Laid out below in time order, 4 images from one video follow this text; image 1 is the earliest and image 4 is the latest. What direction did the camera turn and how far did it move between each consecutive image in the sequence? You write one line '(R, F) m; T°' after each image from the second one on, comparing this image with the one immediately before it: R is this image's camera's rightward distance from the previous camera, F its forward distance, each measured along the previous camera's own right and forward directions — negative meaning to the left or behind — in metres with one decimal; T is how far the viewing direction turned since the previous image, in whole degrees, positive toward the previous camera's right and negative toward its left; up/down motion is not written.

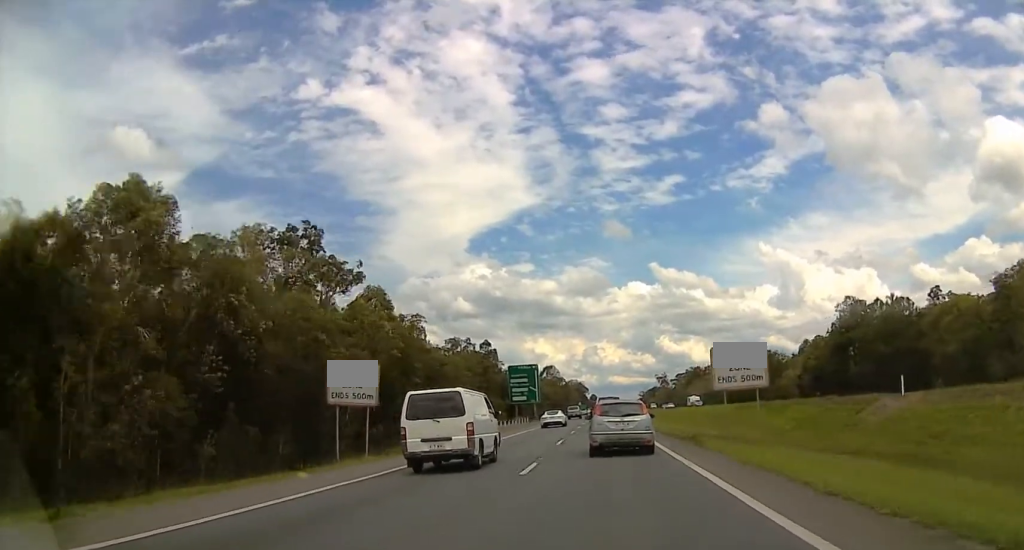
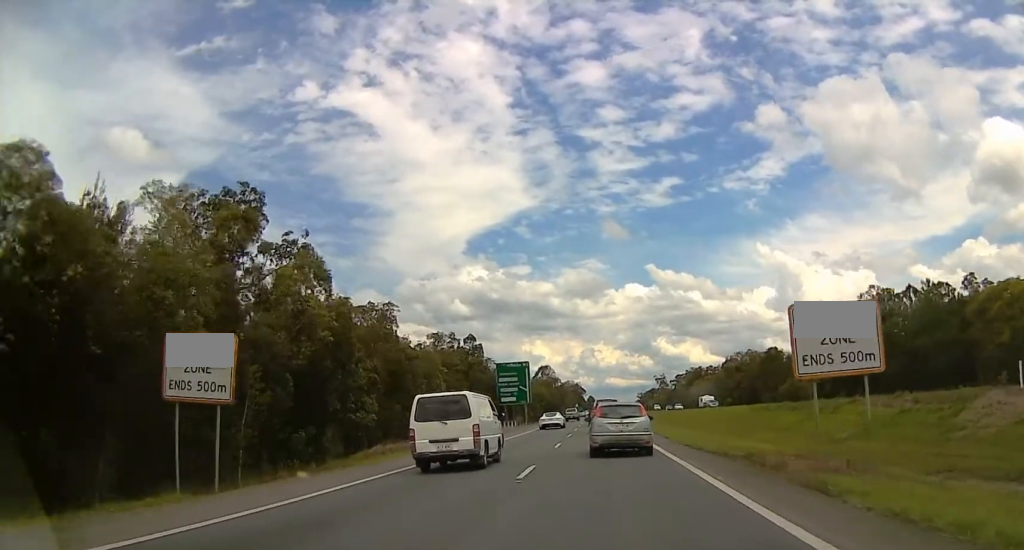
(+0.5, +12.2) m; 0°
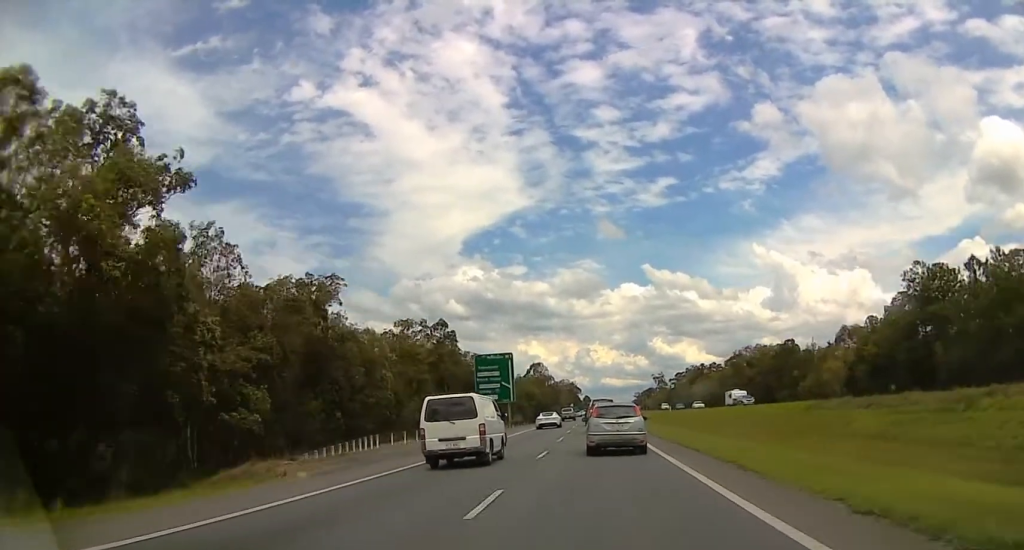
(-1.0, +17.5) m; 0°
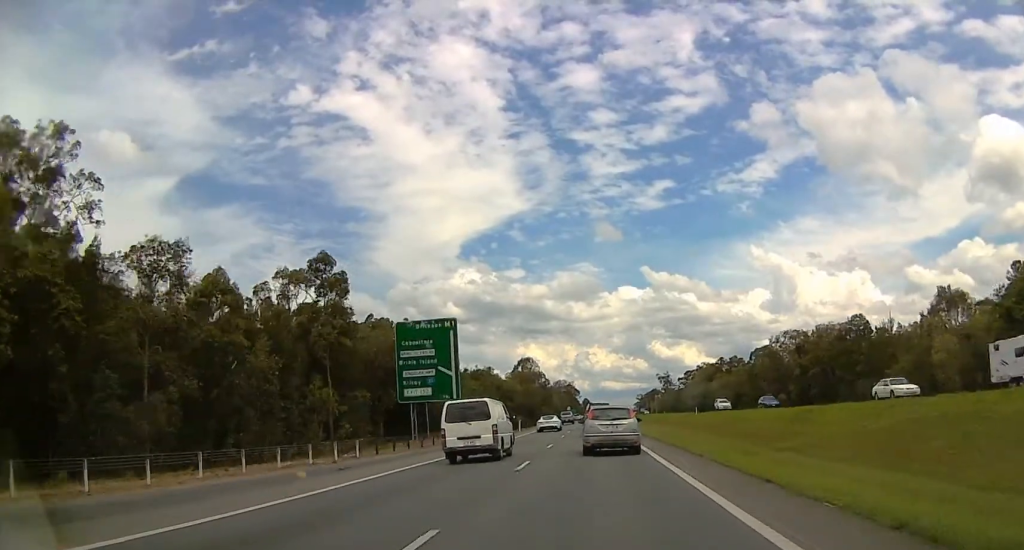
(+0.5, +40.2) m; 0°
